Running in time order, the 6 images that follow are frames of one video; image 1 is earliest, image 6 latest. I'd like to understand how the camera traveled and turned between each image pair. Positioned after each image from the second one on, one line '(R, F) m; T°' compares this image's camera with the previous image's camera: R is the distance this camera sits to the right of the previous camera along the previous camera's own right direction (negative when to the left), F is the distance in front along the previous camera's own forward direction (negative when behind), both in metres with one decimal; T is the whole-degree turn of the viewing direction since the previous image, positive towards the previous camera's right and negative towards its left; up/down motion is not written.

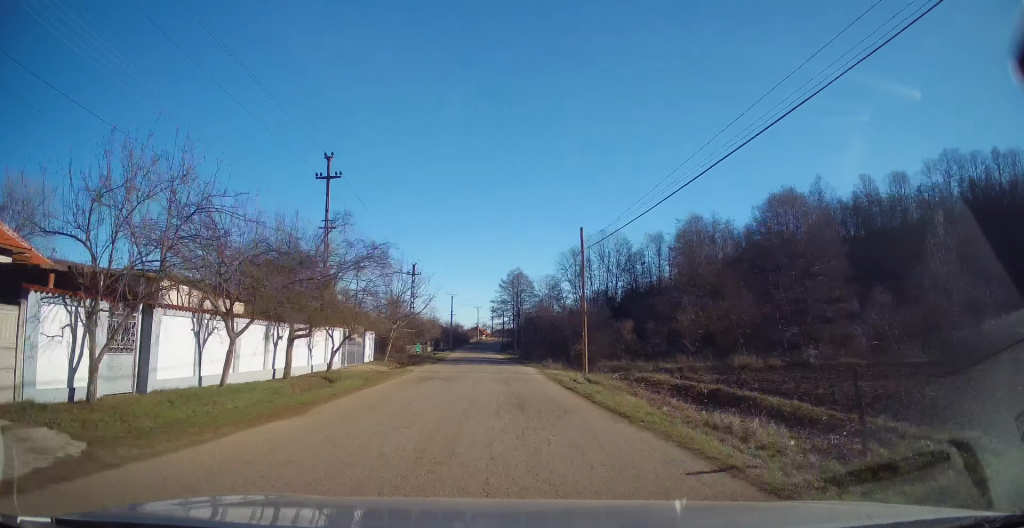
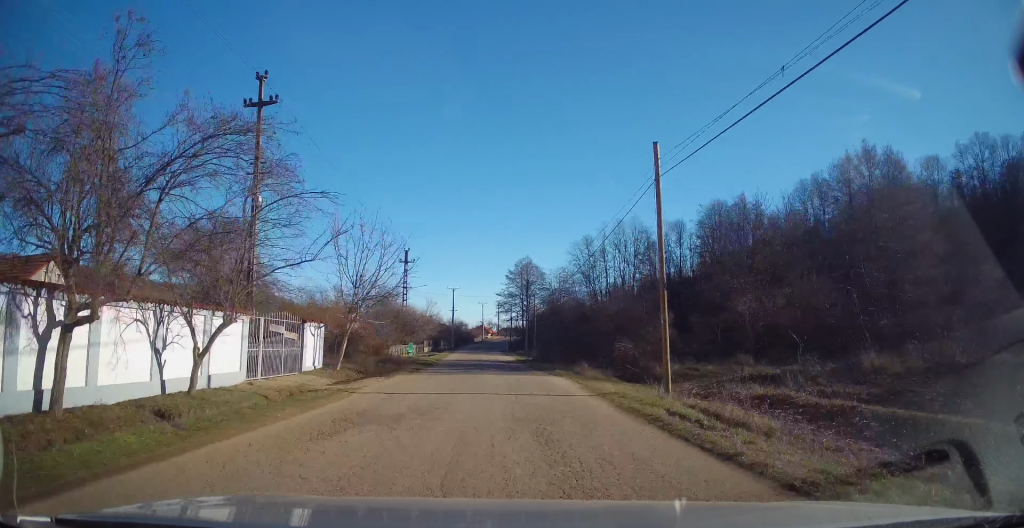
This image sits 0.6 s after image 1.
(-0.3, +10.8) m; -1°
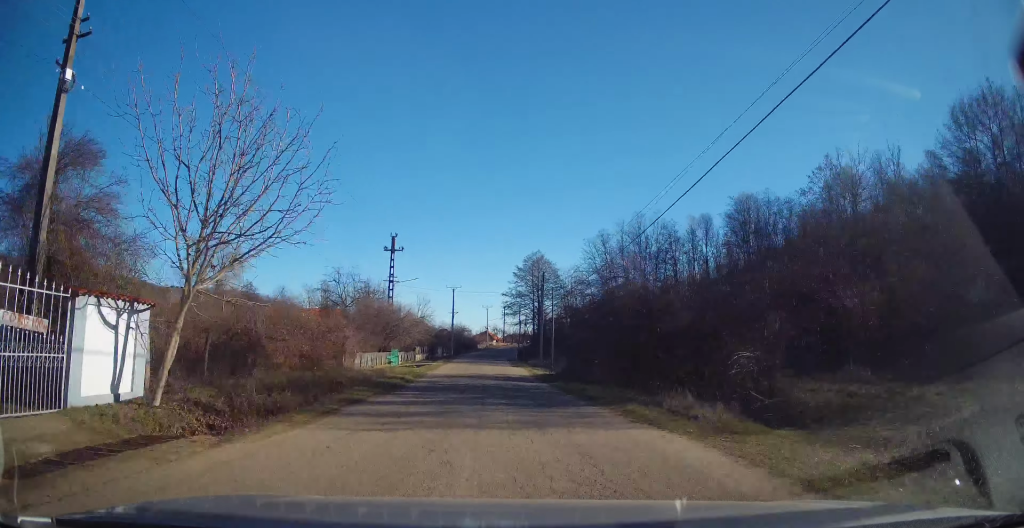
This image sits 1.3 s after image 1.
(0.0, +11.9) m; 0°
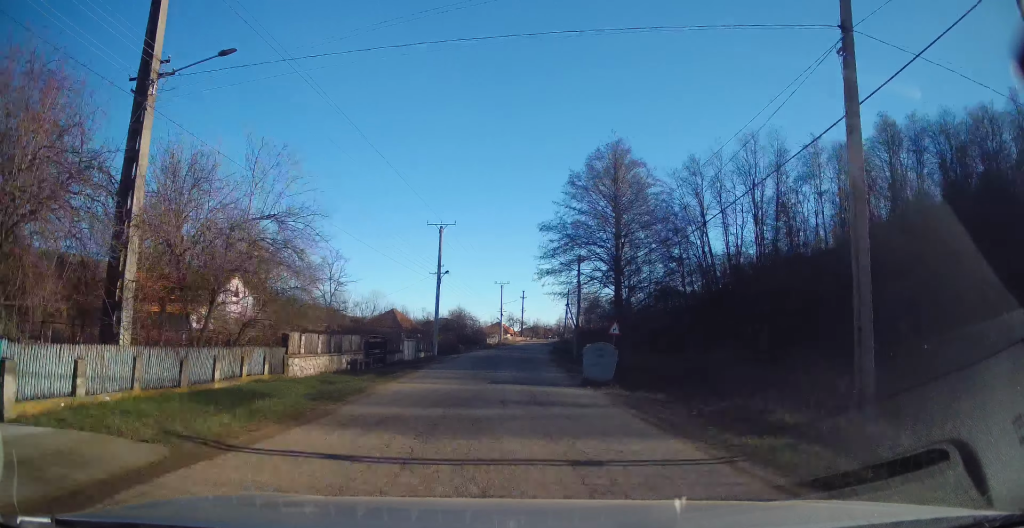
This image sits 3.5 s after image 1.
(+0.1, +39.8) m; 0°
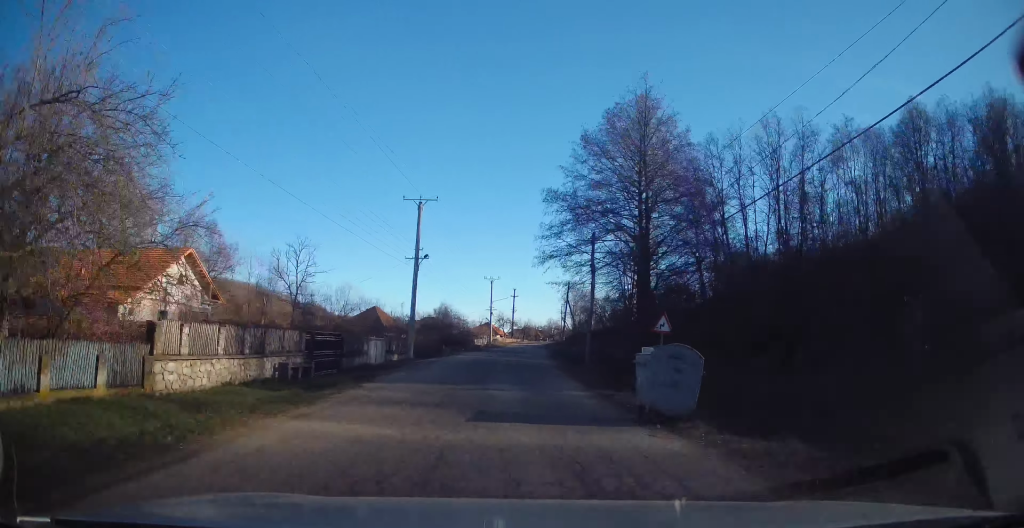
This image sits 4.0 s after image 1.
(0.0, +7.5) m; 0°
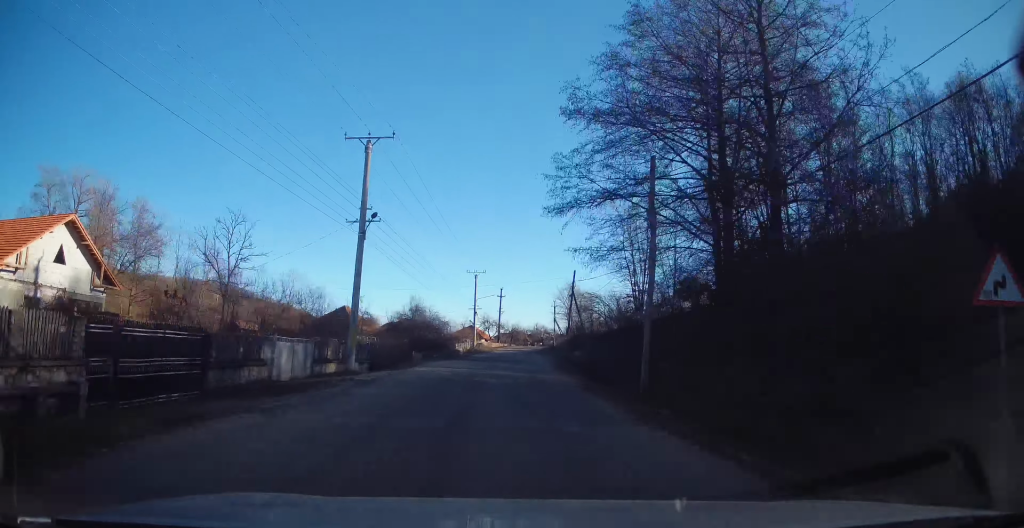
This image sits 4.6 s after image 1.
(0.0, +11.5) m; 0°
